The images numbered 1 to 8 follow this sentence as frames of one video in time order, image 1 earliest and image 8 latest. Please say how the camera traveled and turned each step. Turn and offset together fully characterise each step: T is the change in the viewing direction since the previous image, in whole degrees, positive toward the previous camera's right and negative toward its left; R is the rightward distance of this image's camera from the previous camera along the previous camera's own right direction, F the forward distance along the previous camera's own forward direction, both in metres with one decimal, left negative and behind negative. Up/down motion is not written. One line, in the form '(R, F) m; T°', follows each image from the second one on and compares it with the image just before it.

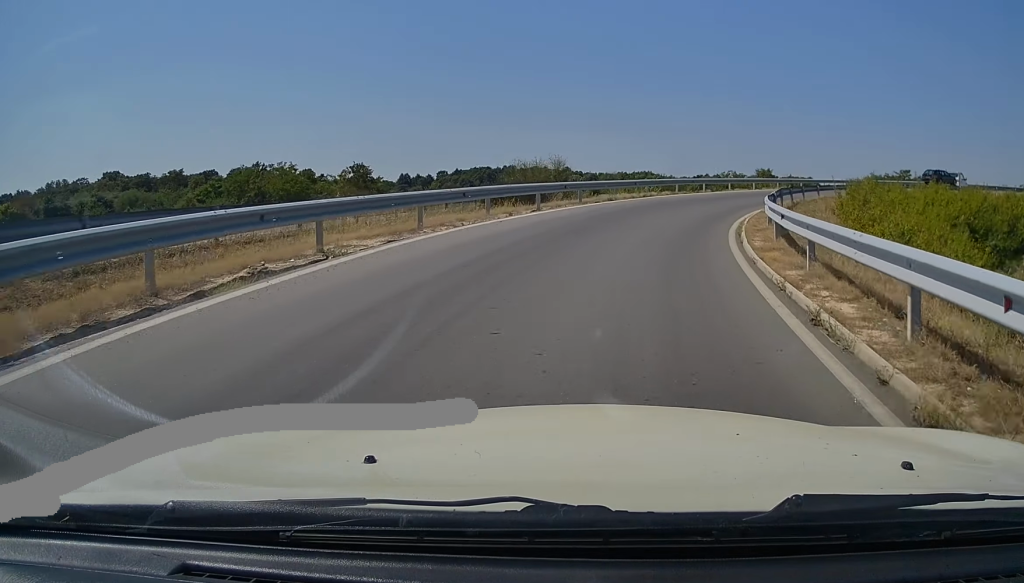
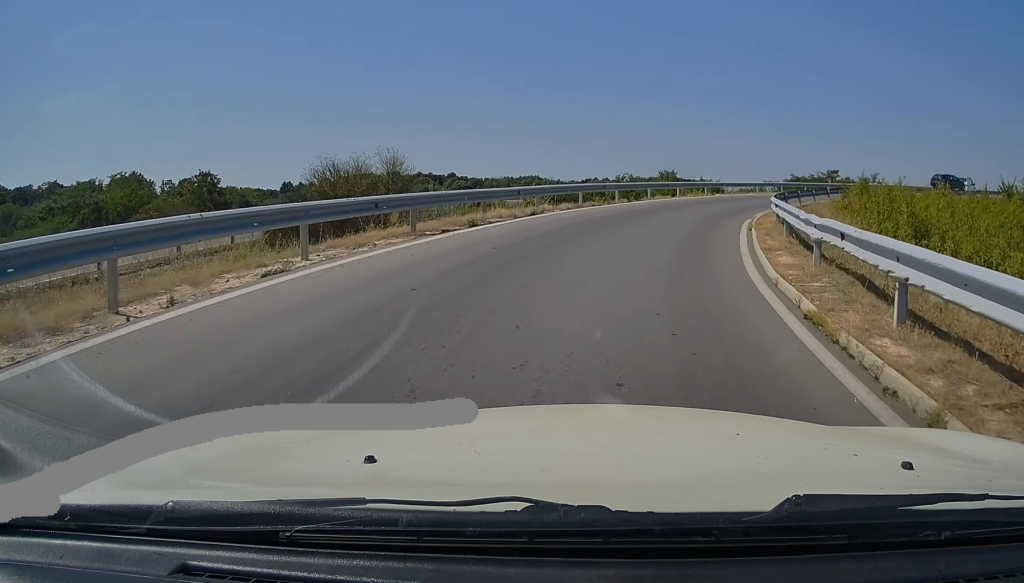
(+1.1, +12.1) m; +10°
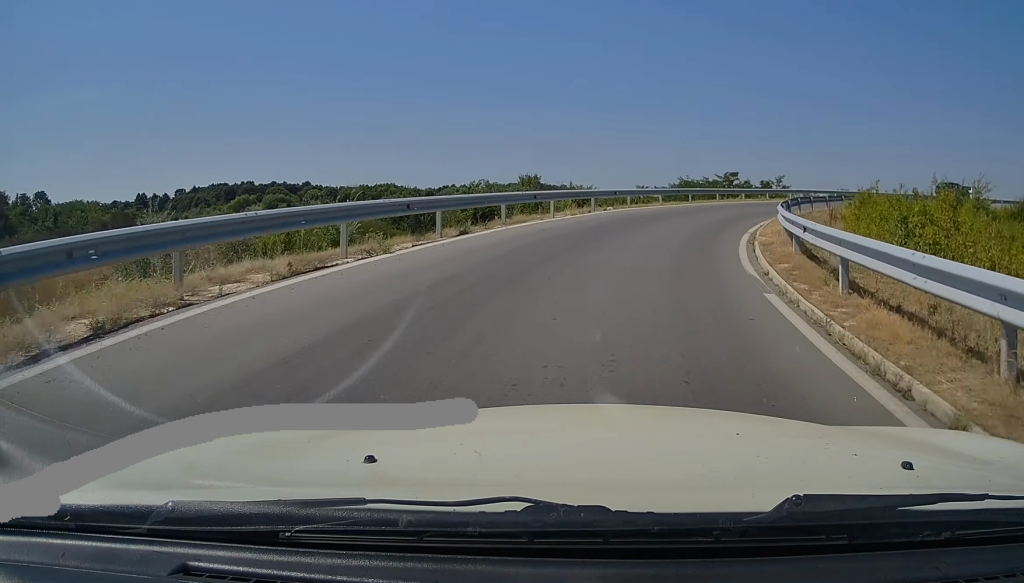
(+1.3, +14.2) m; +11°
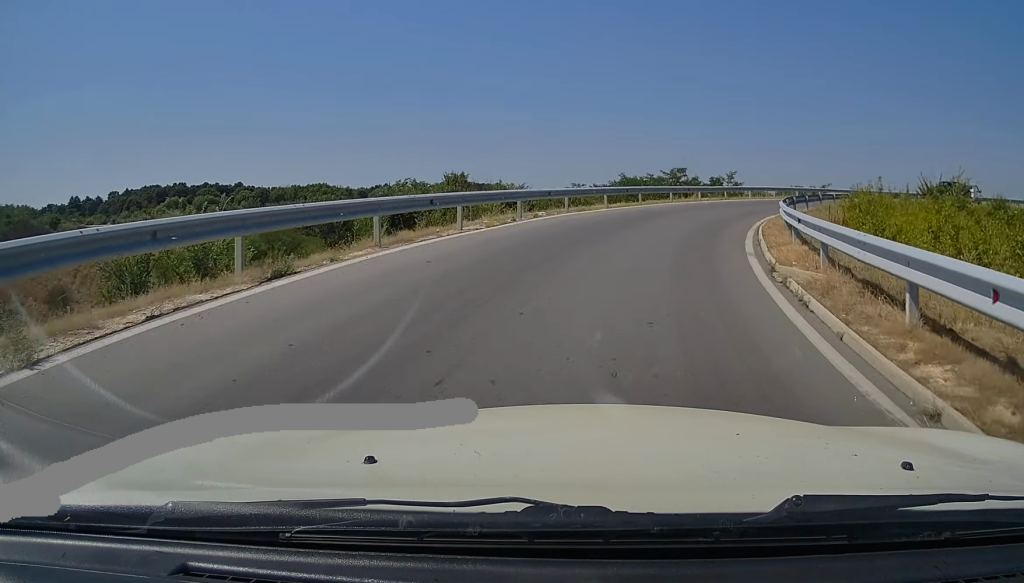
(+0.2, +6.5) m; +5°
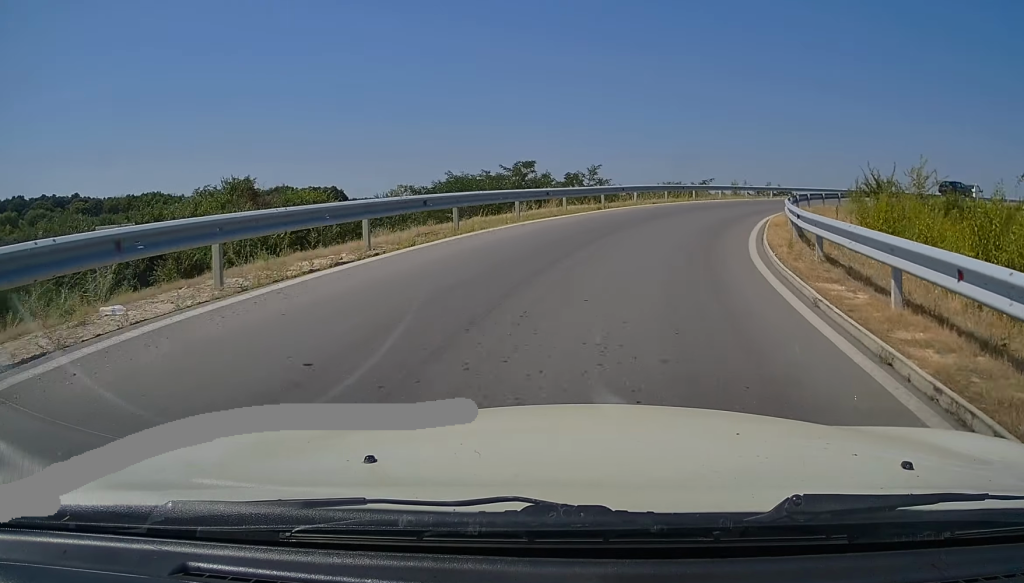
(+1.7, +15.6) m; +11°
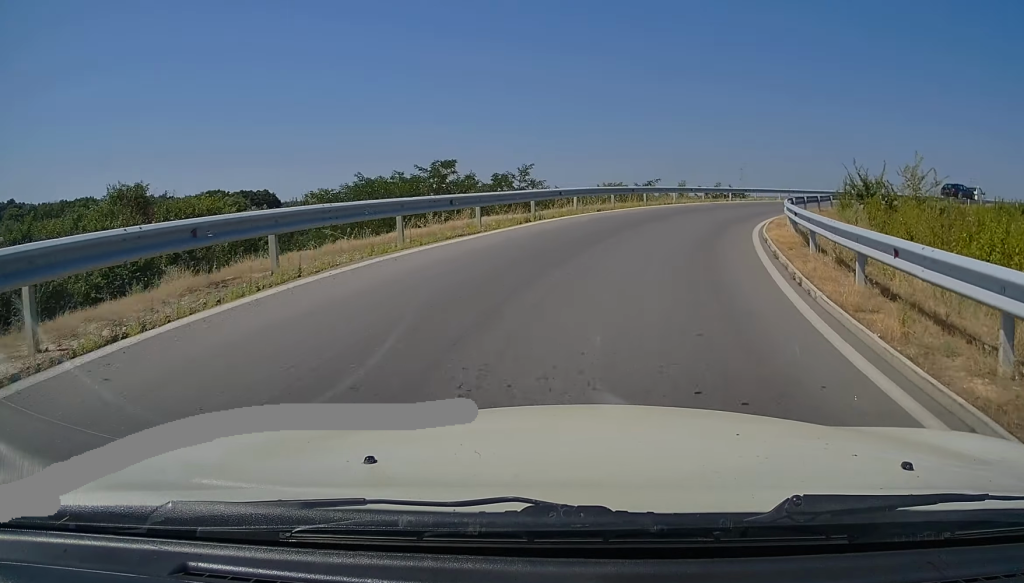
(+0.2, +6.5) m; +4°
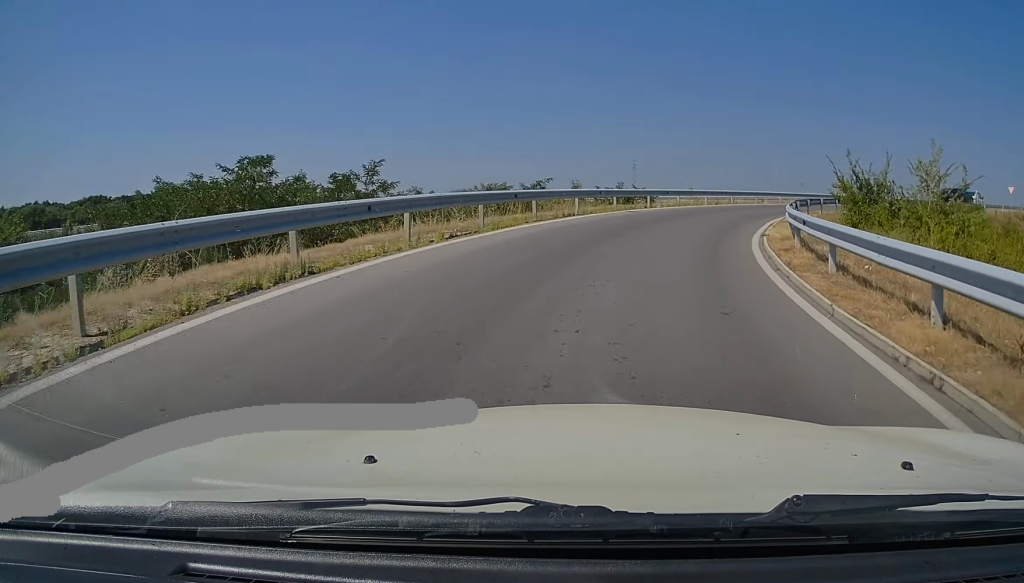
(+0.5, +10.9) m; +8°
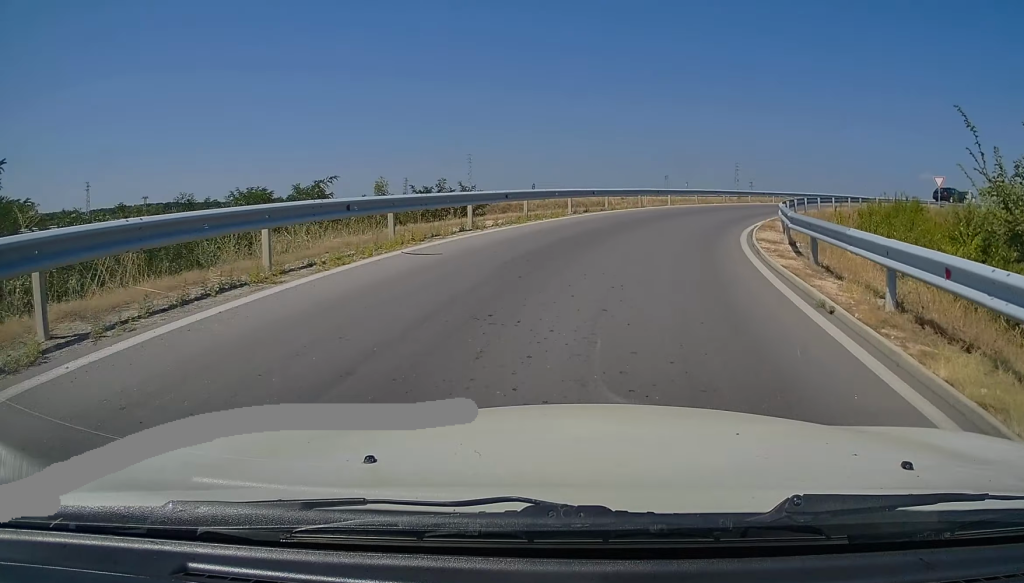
(+1.6, +15.4) m; +14°
